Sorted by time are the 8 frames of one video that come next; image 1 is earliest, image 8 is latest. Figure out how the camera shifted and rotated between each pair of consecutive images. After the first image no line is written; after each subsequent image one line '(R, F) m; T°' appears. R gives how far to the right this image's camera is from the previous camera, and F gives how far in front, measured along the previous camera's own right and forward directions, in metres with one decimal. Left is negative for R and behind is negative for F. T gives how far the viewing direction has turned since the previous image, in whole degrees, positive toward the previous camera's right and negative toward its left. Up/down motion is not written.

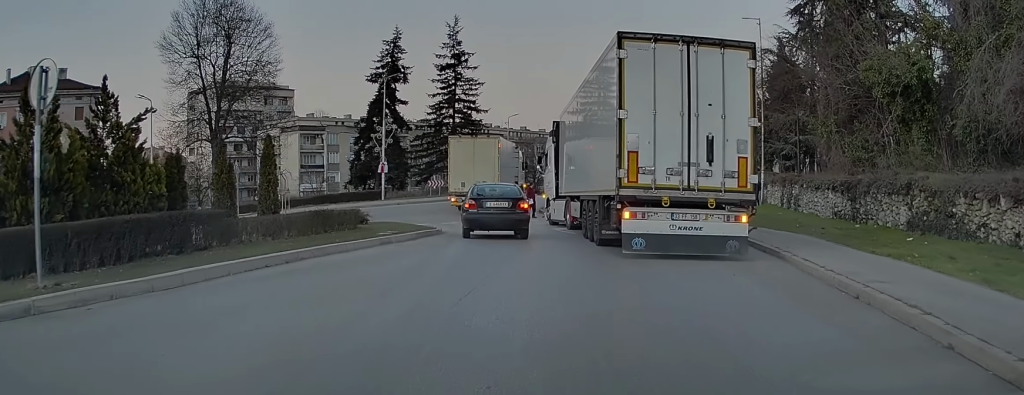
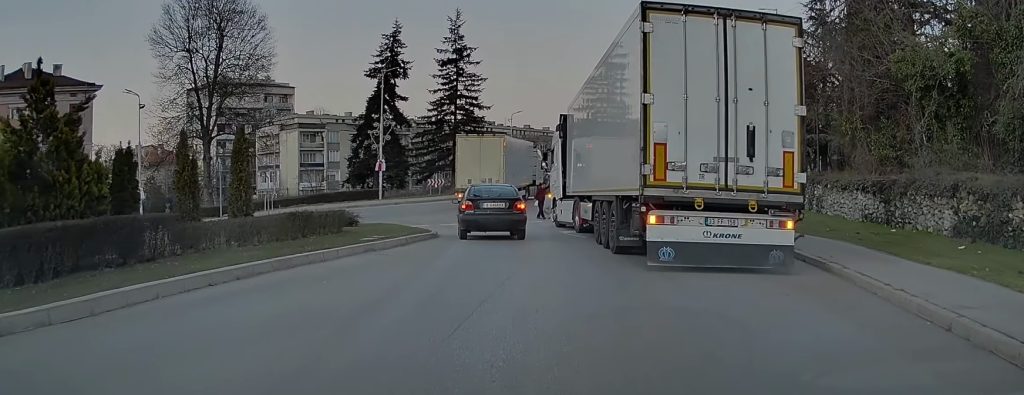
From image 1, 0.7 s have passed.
(0.0, +2.1) m; -1°
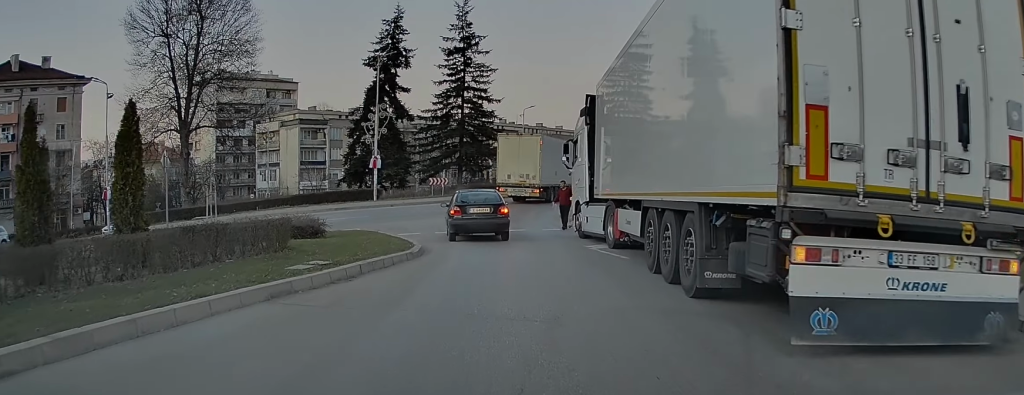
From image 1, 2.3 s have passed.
(-0.2, +5.3) m; -4°
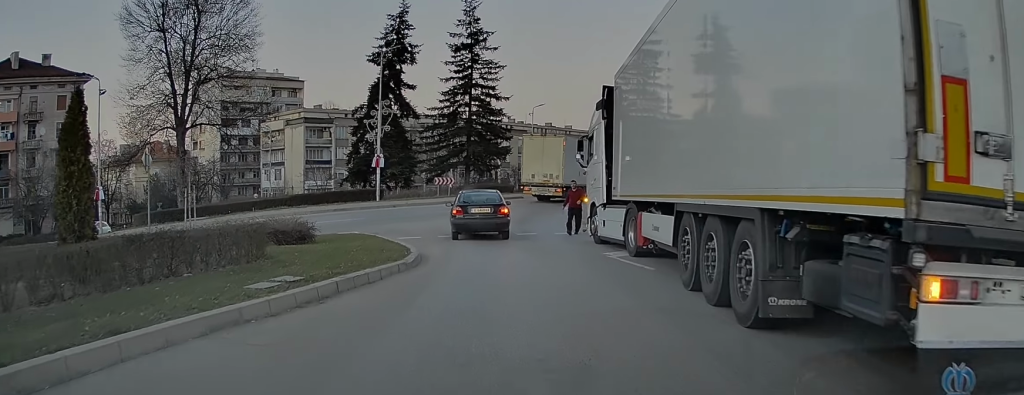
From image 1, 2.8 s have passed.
(+0.1, +1.8) m; +1°
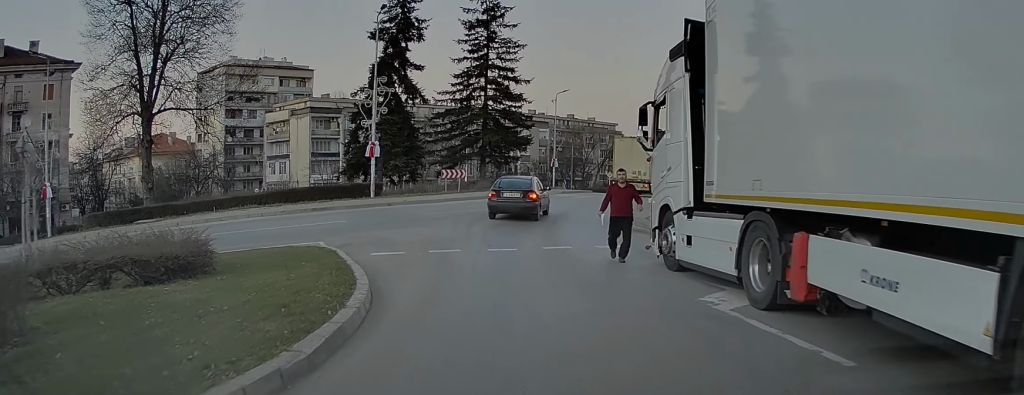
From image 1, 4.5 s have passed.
(+0.2, +6.5) m; +1°
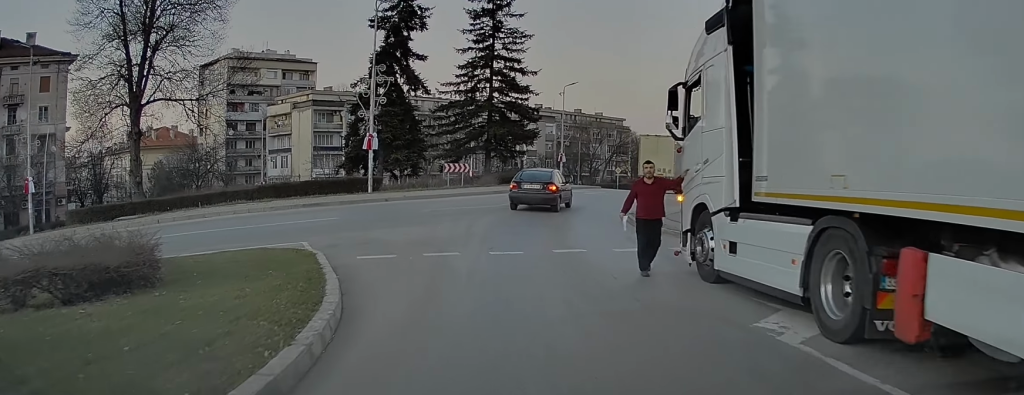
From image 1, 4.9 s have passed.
(0.0, +1.8) m; -1°
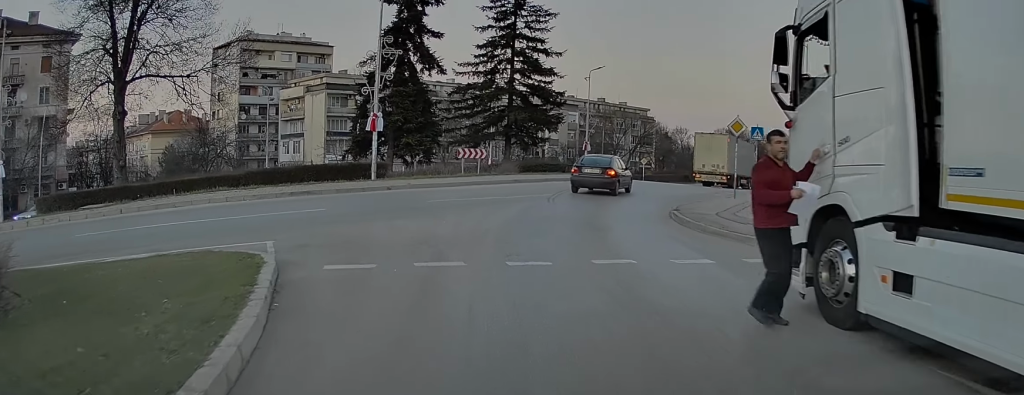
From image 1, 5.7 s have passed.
(0.0, +3.4) m; -2°
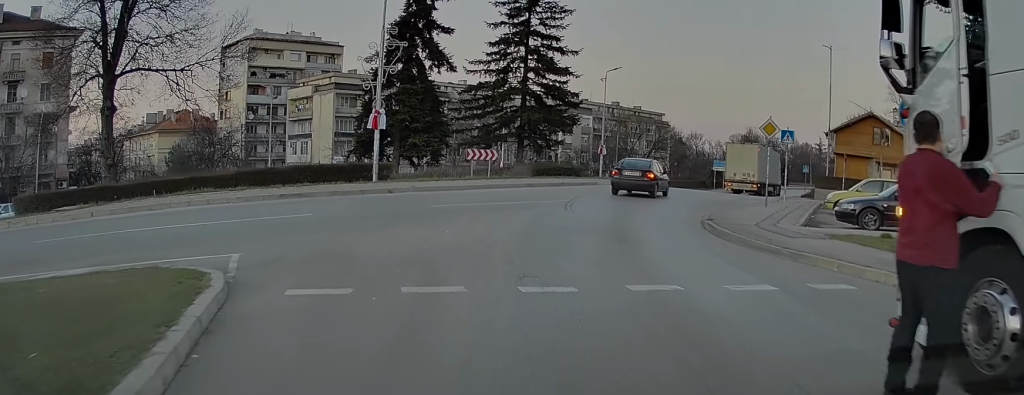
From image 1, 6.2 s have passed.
(-0.1, +2.1) m; -1°
